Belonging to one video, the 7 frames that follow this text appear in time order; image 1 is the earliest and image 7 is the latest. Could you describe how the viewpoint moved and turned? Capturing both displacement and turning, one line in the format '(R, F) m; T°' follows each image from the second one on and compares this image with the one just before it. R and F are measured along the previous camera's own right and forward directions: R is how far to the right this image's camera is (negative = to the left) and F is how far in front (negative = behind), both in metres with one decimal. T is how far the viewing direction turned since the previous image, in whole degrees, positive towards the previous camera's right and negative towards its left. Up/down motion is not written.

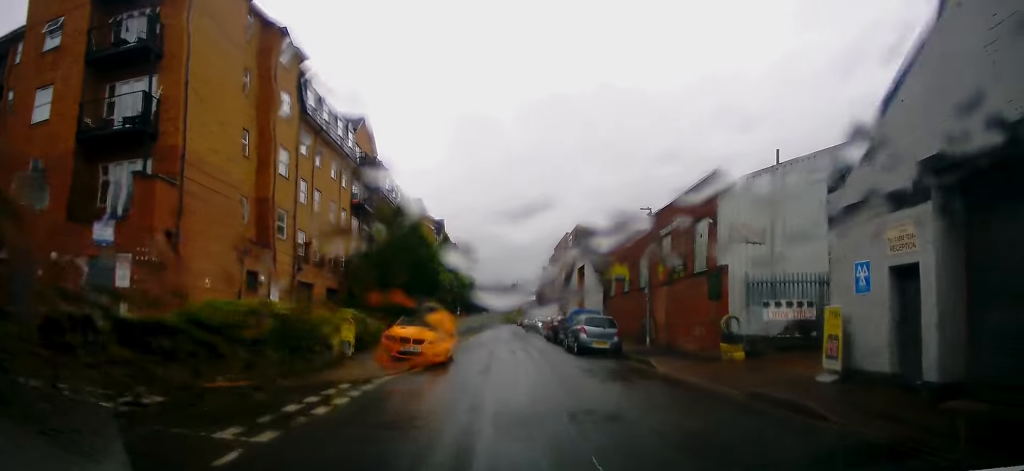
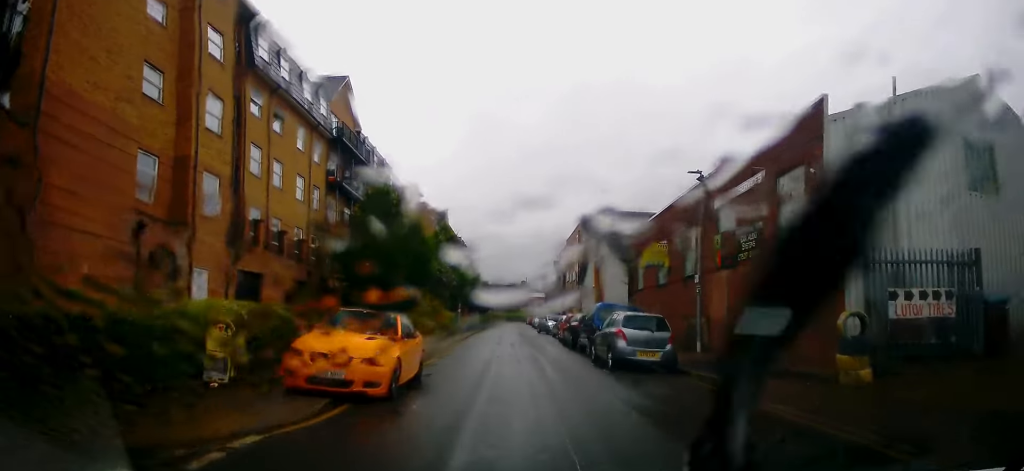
(-0.1, +6.9) m; +1°
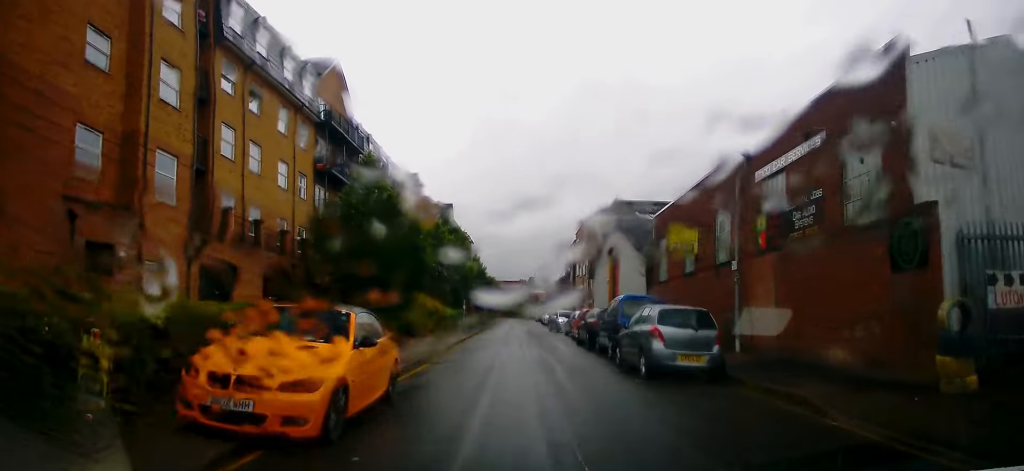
(+0.2, +3.1) m; 0°
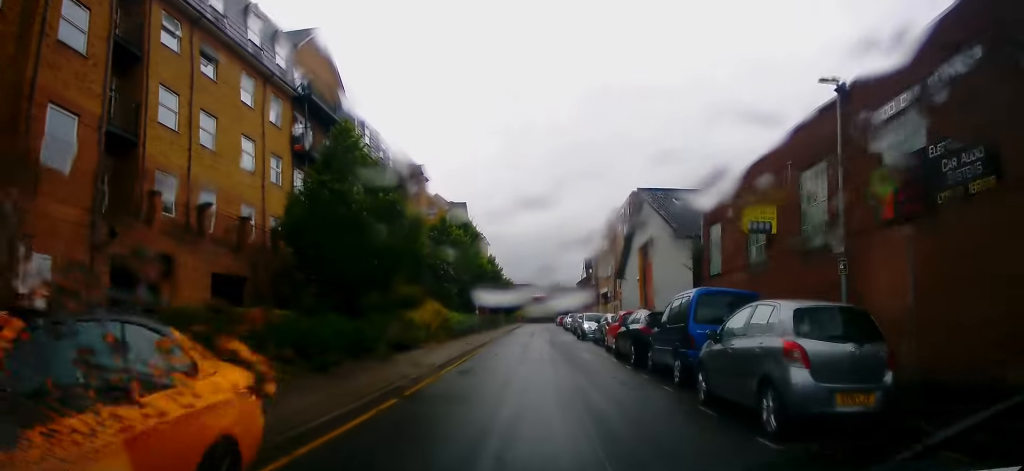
(0.0, +5.5) m; -2°
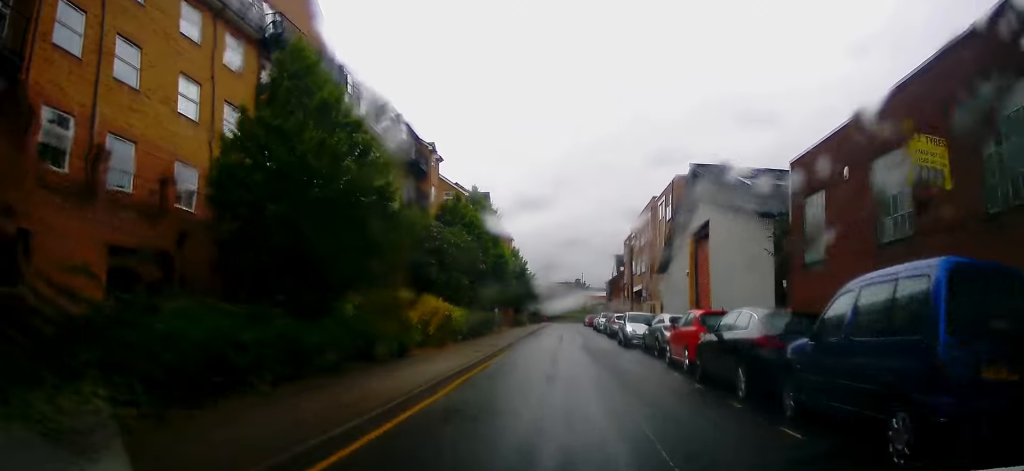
(-0.3, +6.3) m; -4°
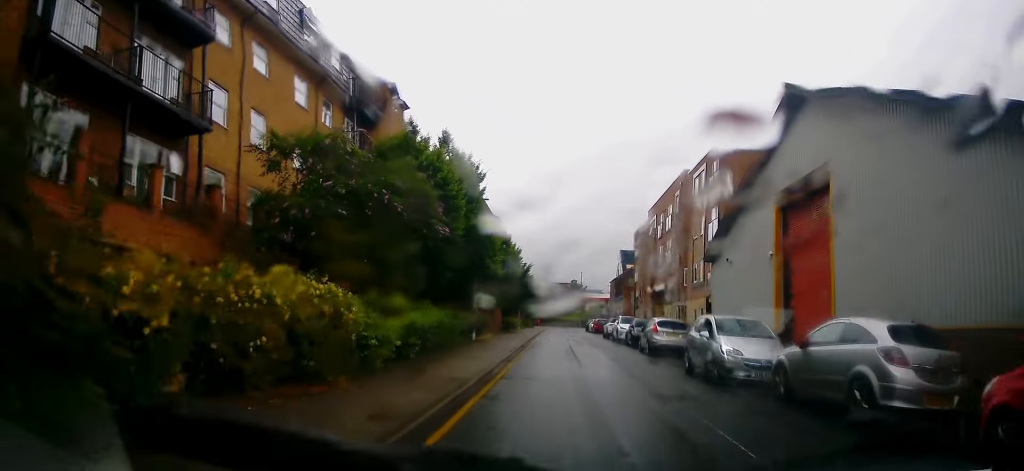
(-0.2, +12.0) m; 0°
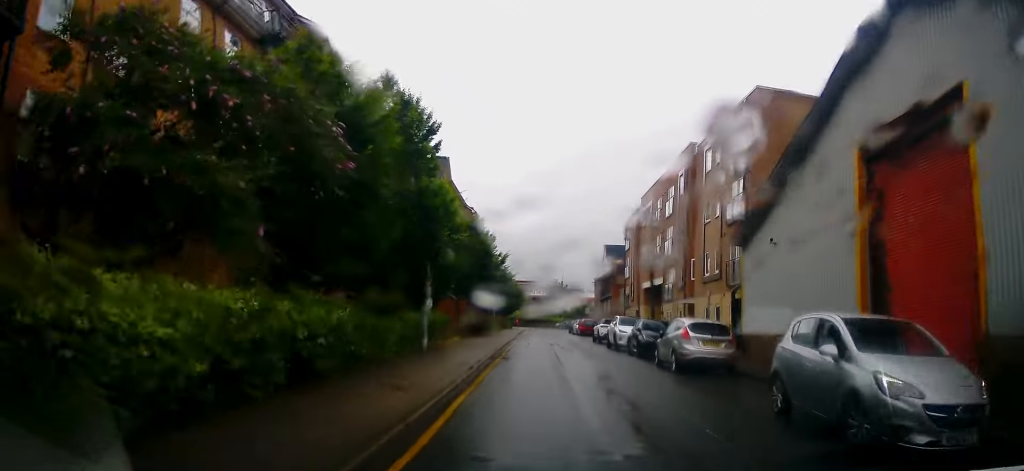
(+0.1, +6.9) m; +2°
